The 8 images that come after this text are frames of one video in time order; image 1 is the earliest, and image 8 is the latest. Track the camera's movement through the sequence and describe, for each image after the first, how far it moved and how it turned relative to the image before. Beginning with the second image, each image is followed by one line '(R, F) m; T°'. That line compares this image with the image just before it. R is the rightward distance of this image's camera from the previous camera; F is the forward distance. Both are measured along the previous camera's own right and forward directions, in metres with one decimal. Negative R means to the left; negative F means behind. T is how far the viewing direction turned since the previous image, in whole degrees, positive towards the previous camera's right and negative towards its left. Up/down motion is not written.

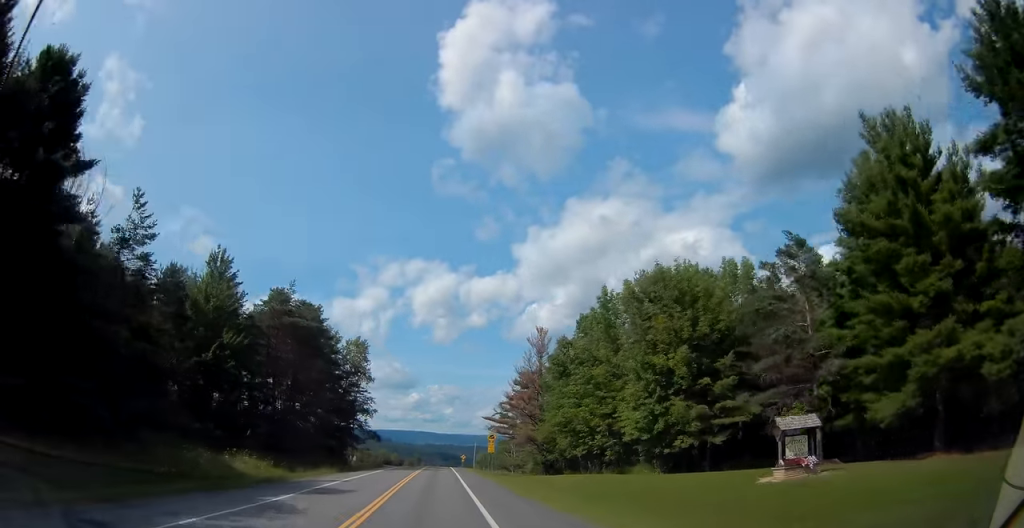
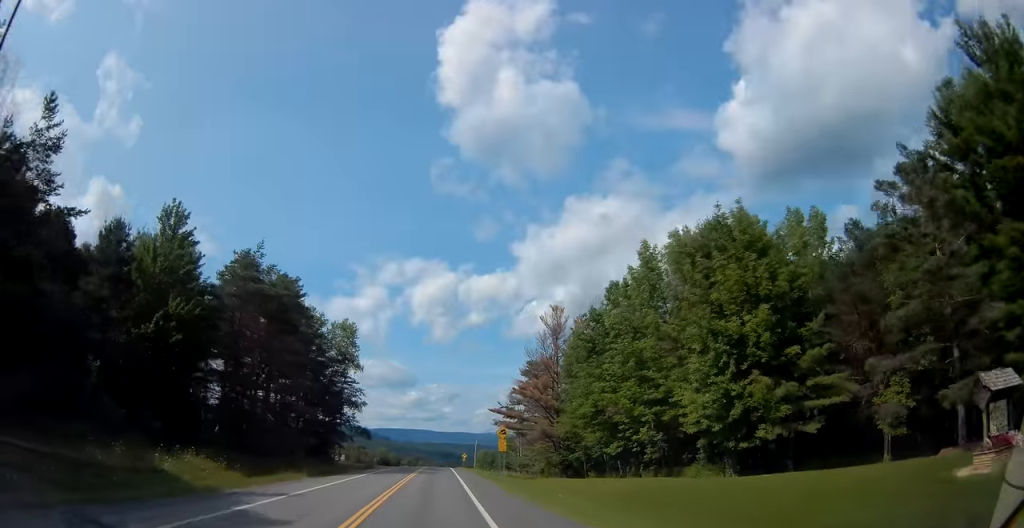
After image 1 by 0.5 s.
(0.0, +10.9) m; 0°
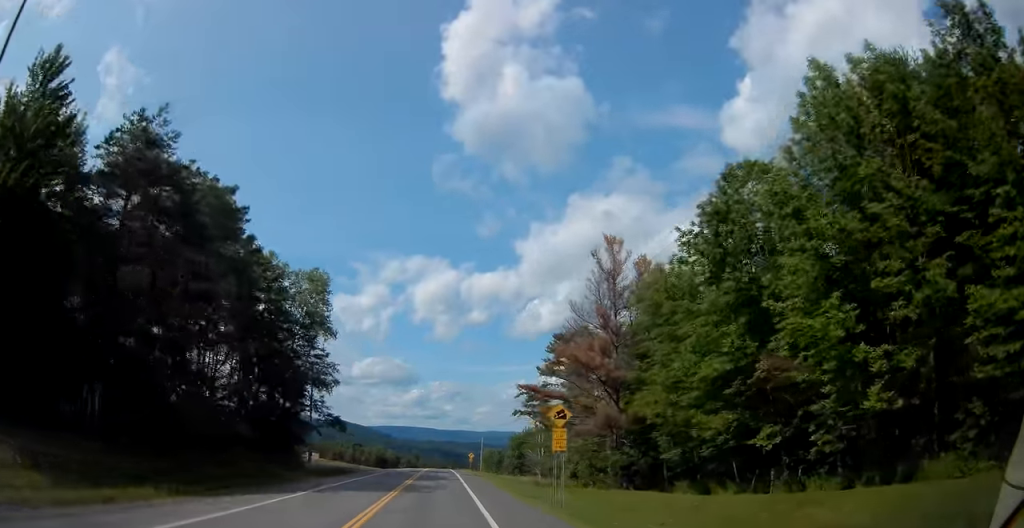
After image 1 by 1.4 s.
(0.0, +21.0) m; 0°
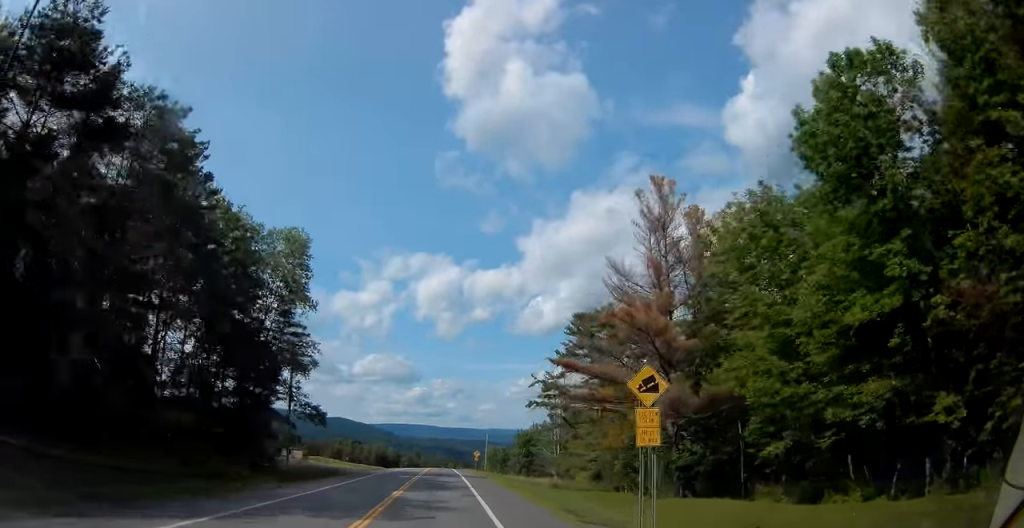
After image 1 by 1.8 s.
(0.0, +10.1) m; 0°
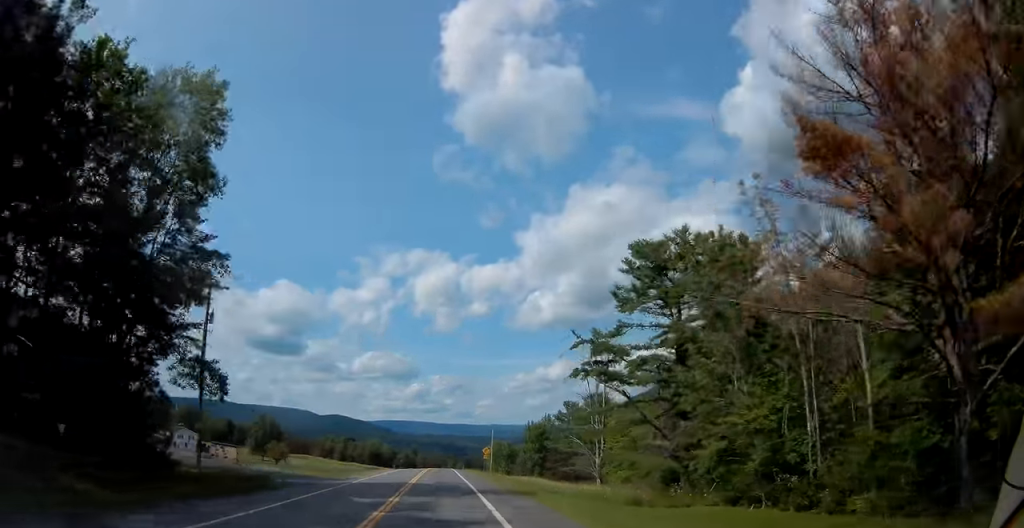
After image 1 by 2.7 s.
(0.0, +21.1) m; 0°
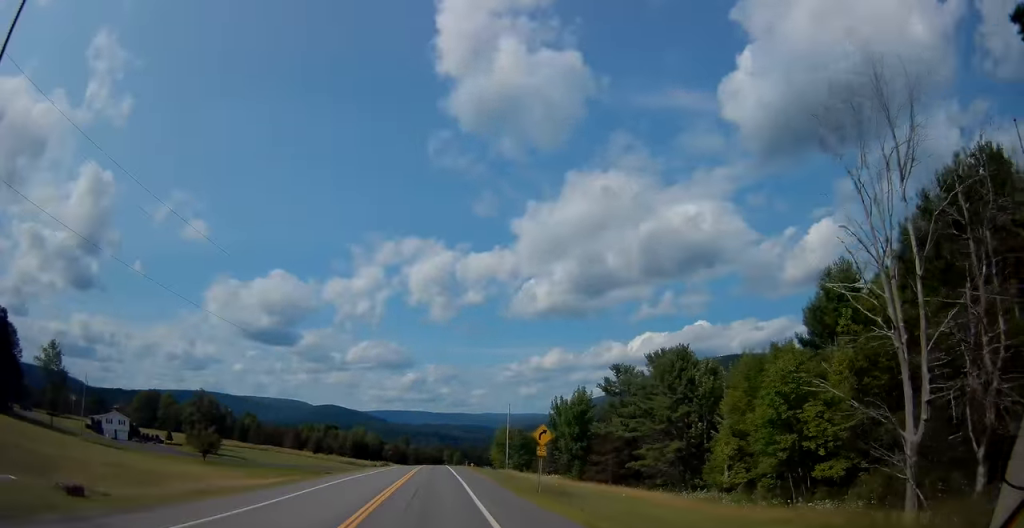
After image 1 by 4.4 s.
(0.0, +39.5) m; 0°
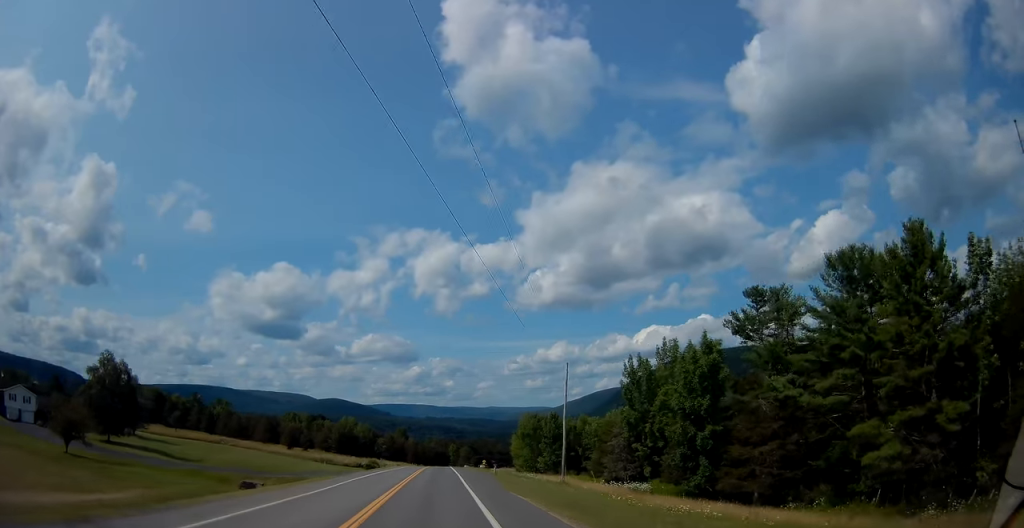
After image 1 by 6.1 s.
(+0.3, +40.0) m; +1°
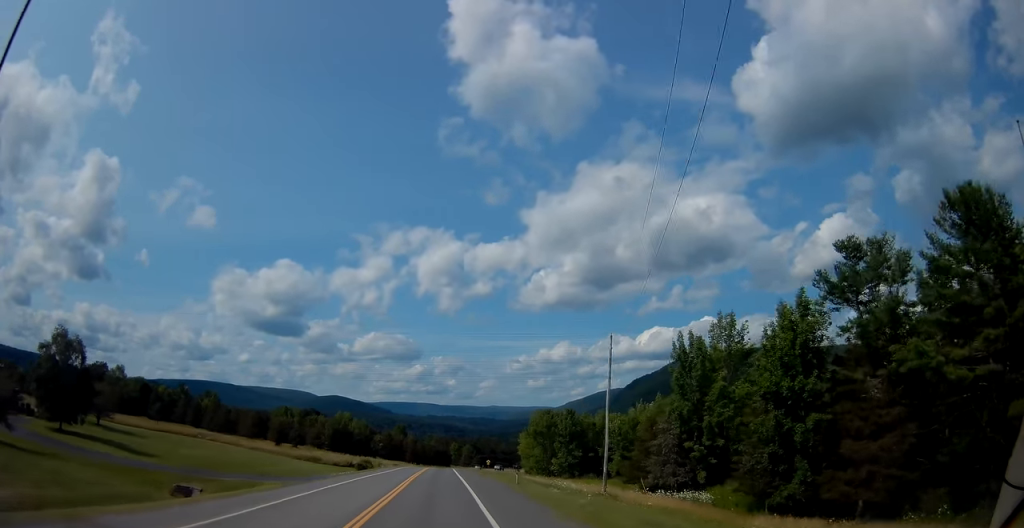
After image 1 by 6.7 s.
(+0.1, +13.4) m; 0°
